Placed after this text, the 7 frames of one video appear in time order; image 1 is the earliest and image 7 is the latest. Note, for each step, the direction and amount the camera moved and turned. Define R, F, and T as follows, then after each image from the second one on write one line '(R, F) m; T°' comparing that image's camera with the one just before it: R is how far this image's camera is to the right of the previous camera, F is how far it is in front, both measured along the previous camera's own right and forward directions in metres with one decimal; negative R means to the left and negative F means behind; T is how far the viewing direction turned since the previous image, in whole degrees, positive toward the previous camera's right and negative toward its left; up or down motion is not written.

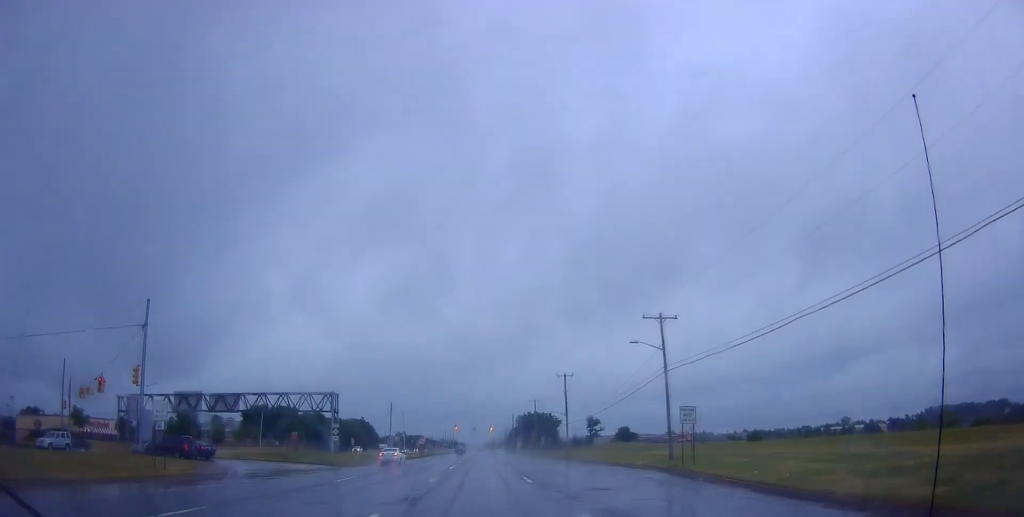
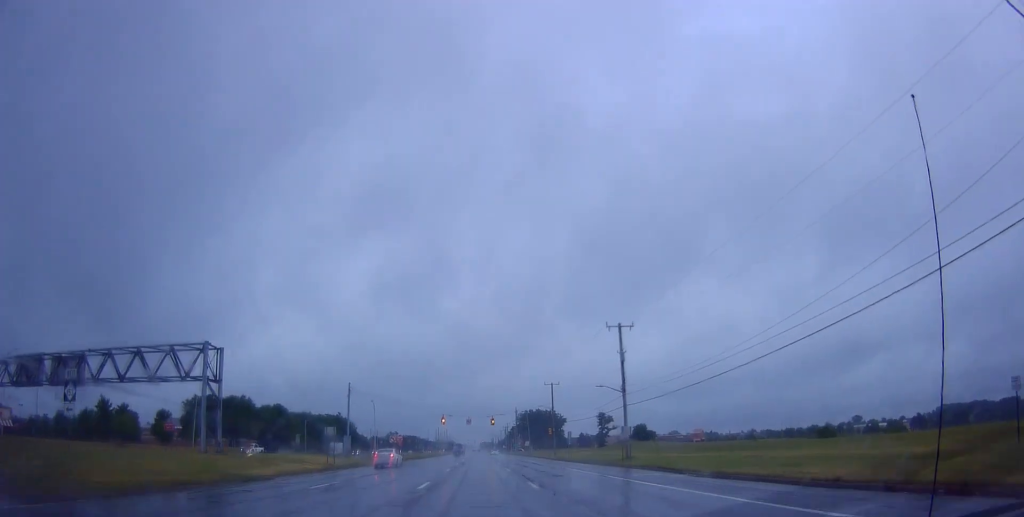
(+0.4, +38.6) m; +1°
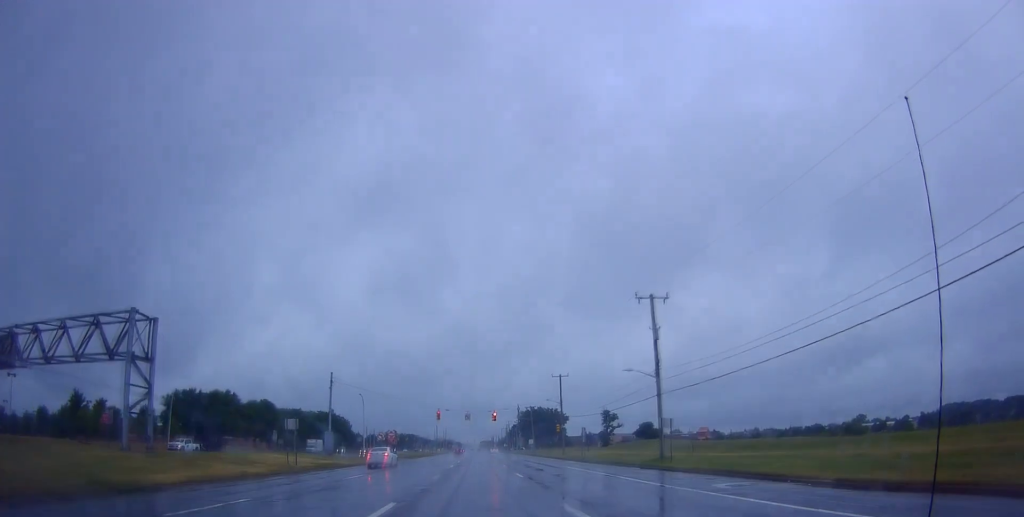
(-0.2, +10.3) m; 0°
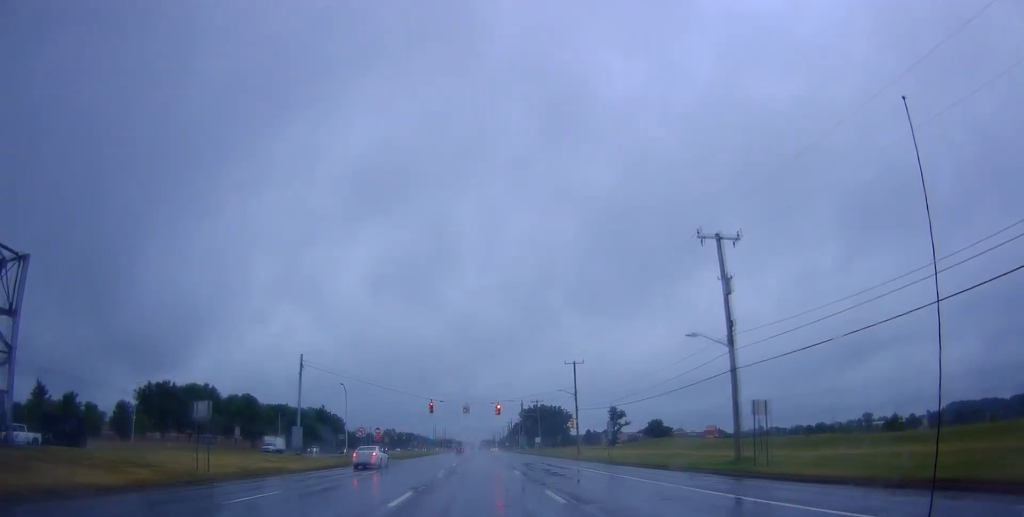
(0.0, +13.6) m; 0°
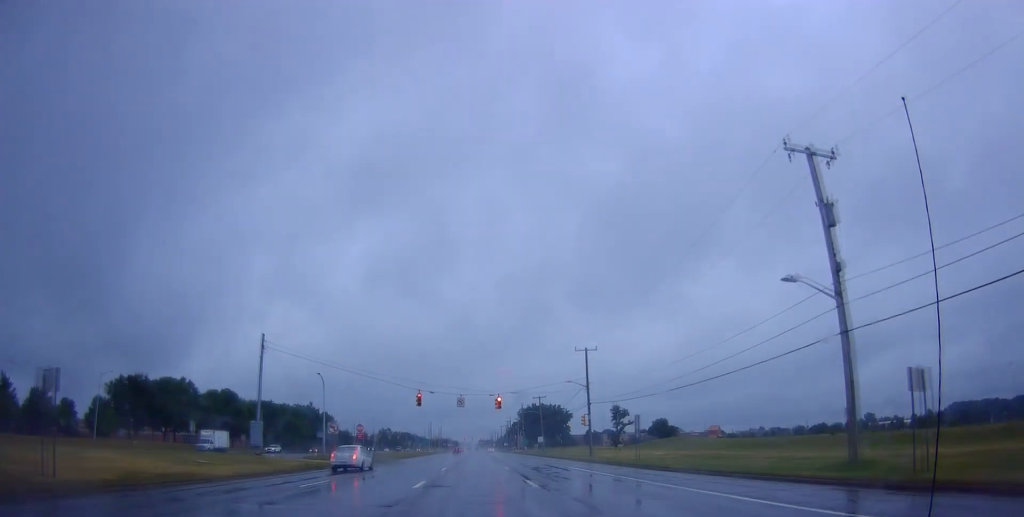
(+0.1, +12.0) m; -1°
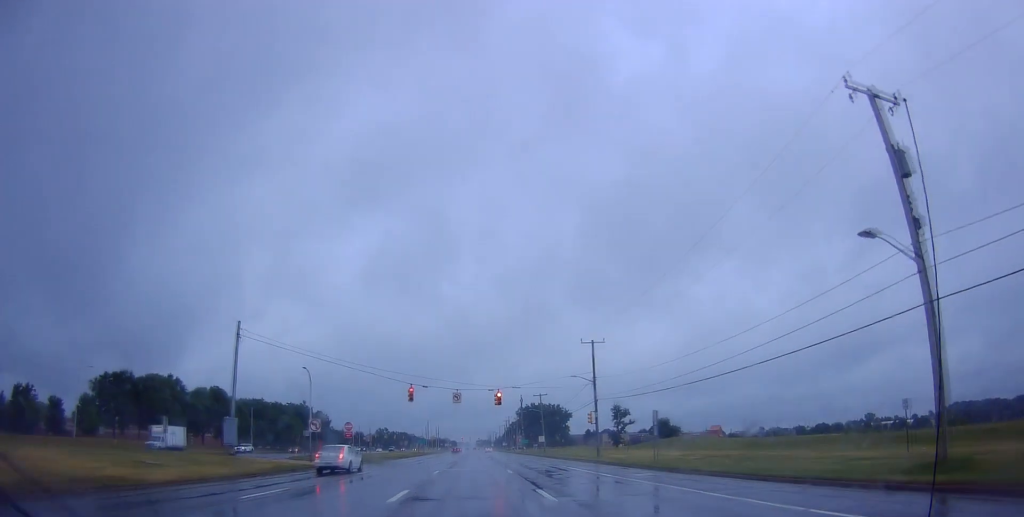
(-0.2, +6.2) m; -1°
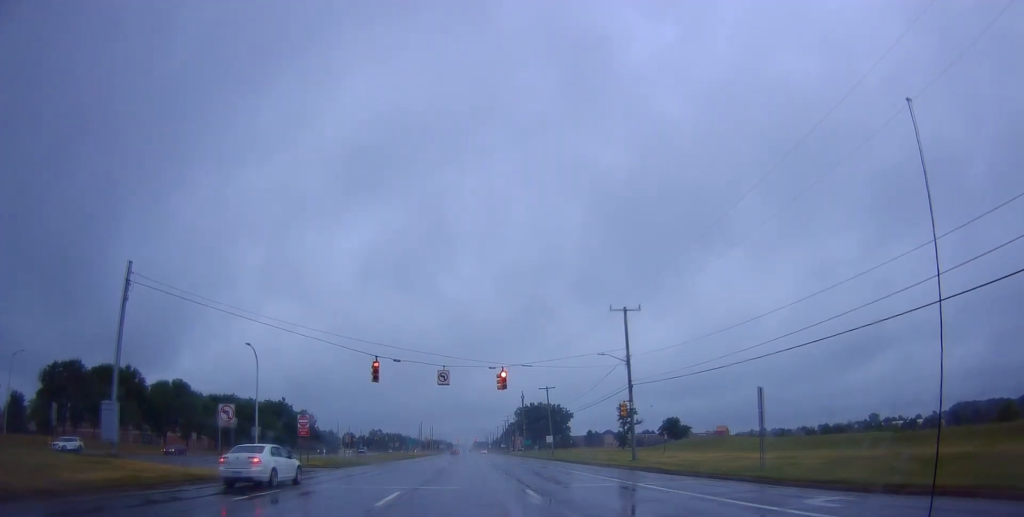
(+0.6, +20.5) m; +1°
